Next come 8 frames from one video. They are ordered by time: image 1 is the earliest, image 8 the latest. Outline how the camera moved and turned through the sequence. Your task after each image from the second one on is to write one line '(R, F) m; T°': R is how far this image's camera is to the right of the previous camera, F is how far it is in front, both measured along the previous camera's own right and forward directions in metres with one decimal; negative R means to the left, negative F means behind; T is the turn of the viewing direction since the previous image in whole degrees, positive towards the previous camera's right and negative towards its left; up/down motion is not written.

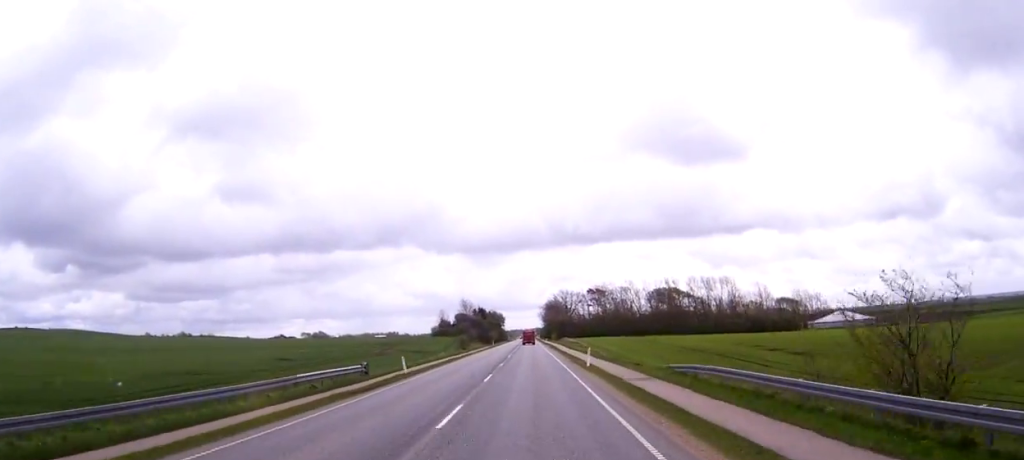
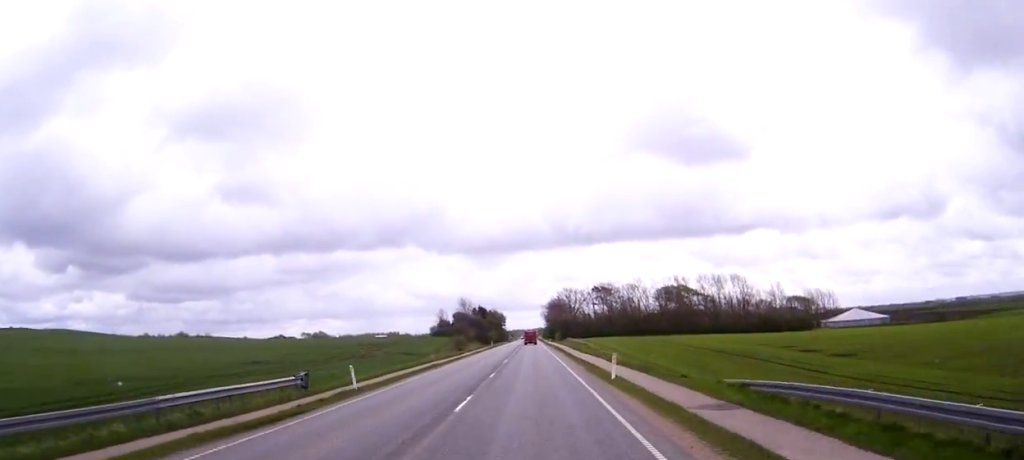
(0.0, +12.1) m; 0°
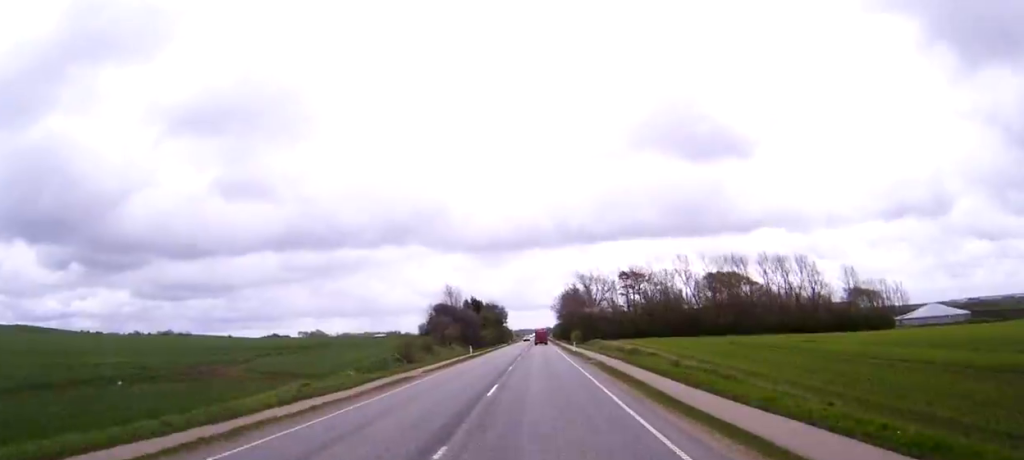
(-0.2, +55.7) m; 0°
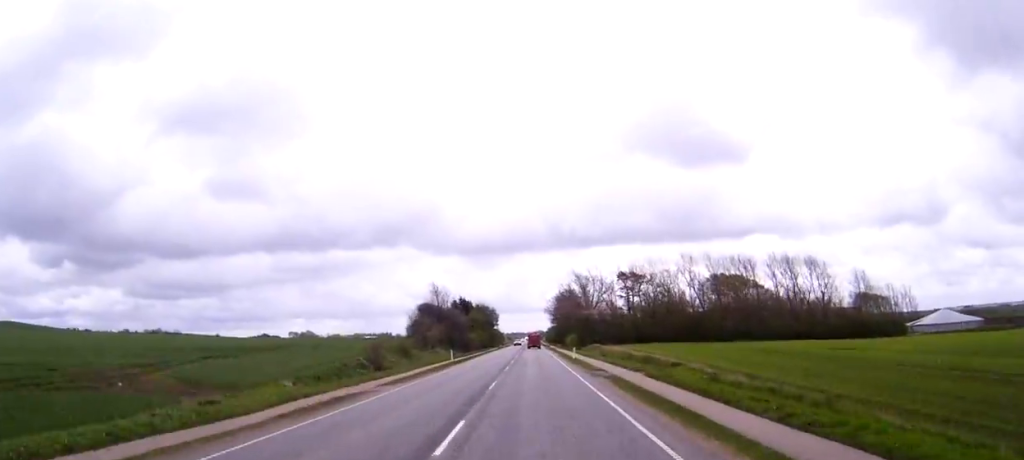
(0.0, +10.9) m; 0°
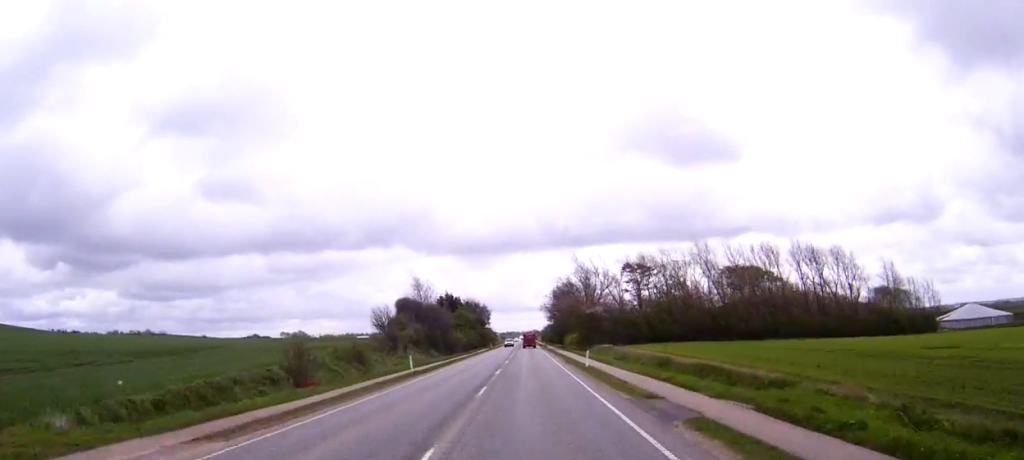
(0.0, +18.6) m; 0°
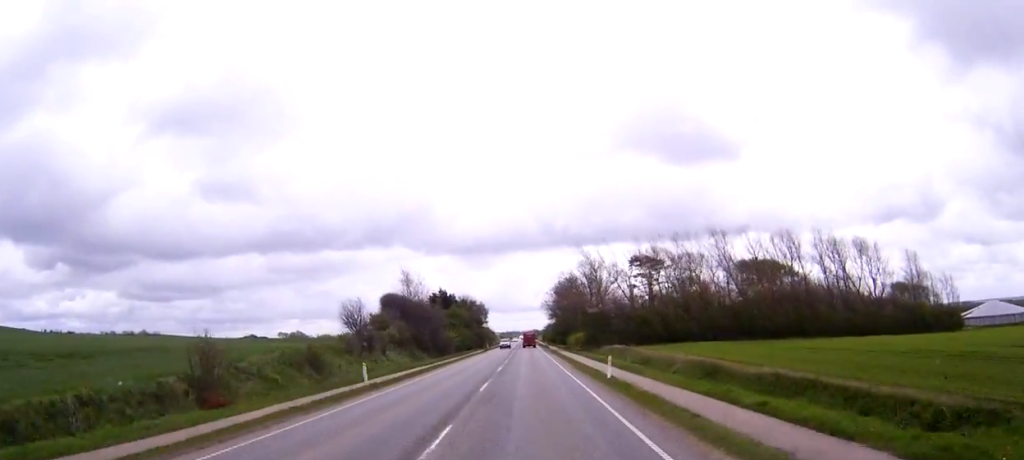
(0.0, +11.9) m; 0°
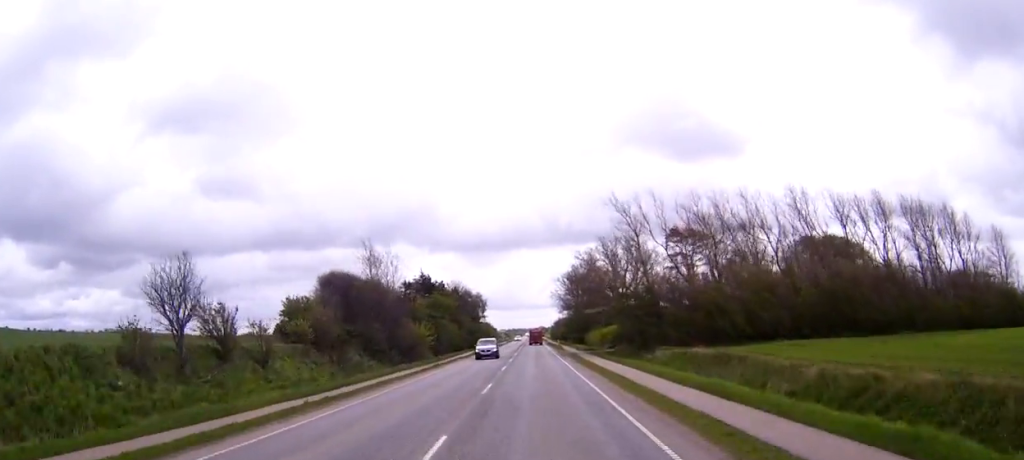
(0.0, +33.1) m; 0°
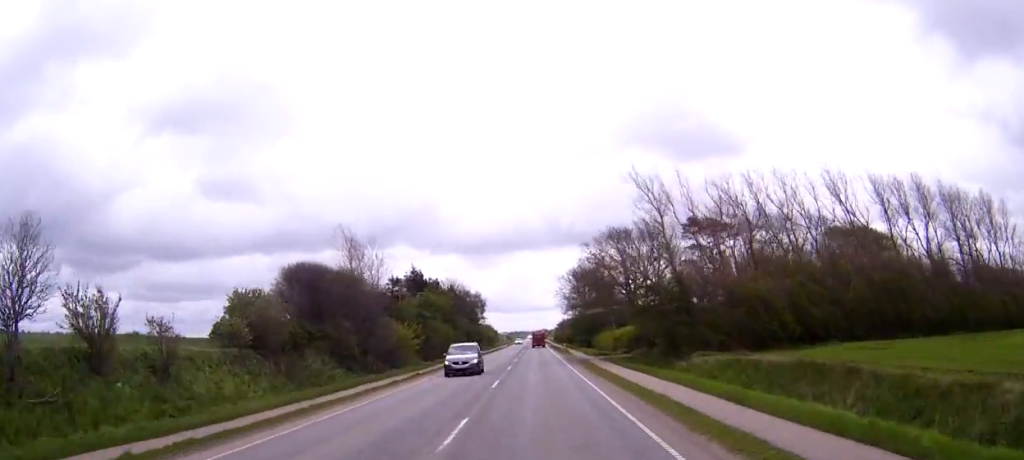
(0.0, +11.0) m; 0°
